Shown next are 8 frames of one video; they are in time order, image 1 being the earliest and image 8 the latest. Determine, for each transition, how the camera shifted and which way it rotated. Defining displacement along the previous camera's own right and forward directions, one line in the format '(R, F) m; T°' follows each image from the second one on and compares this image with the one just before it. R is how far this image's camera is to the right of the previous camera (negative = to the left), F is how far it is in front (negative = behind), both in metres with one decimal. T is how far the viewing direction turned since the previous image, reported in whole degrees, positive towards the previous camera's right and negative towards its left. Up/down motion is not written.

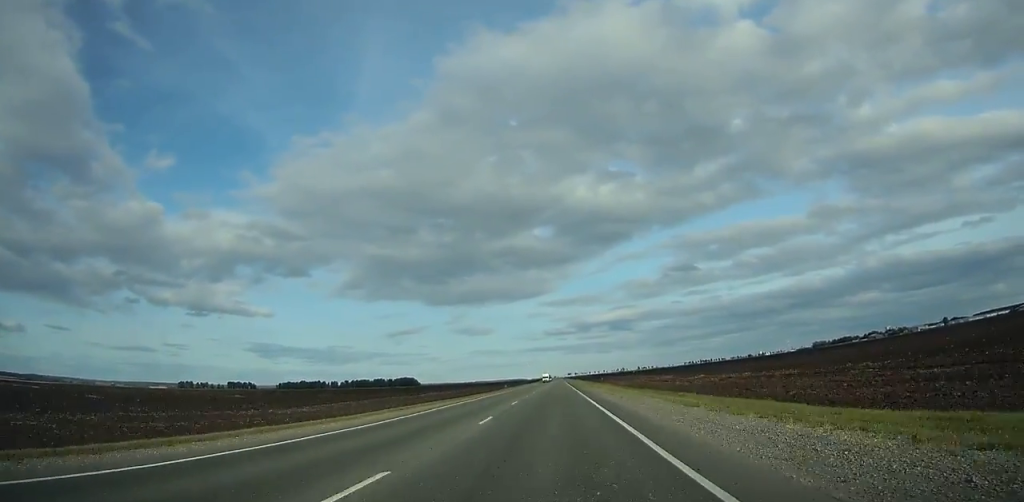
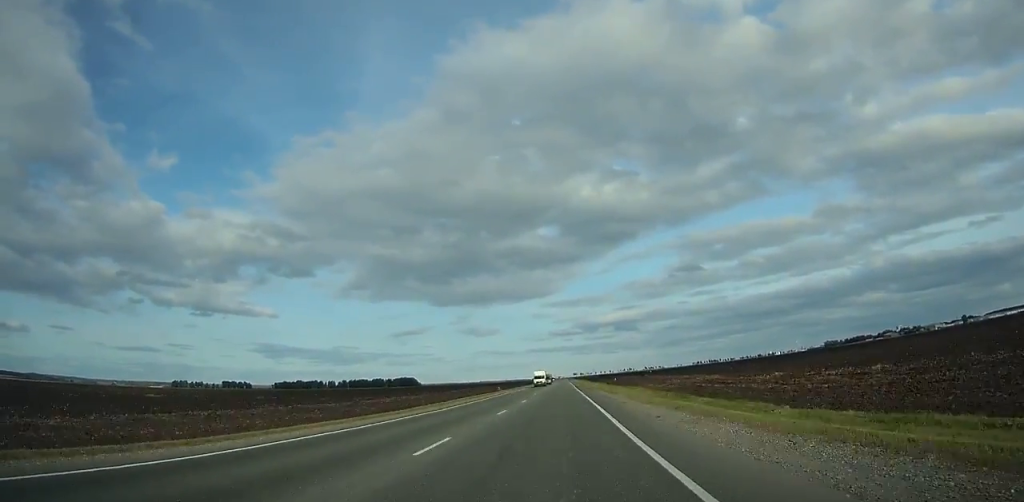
(0.0, +43.1) m; 0°
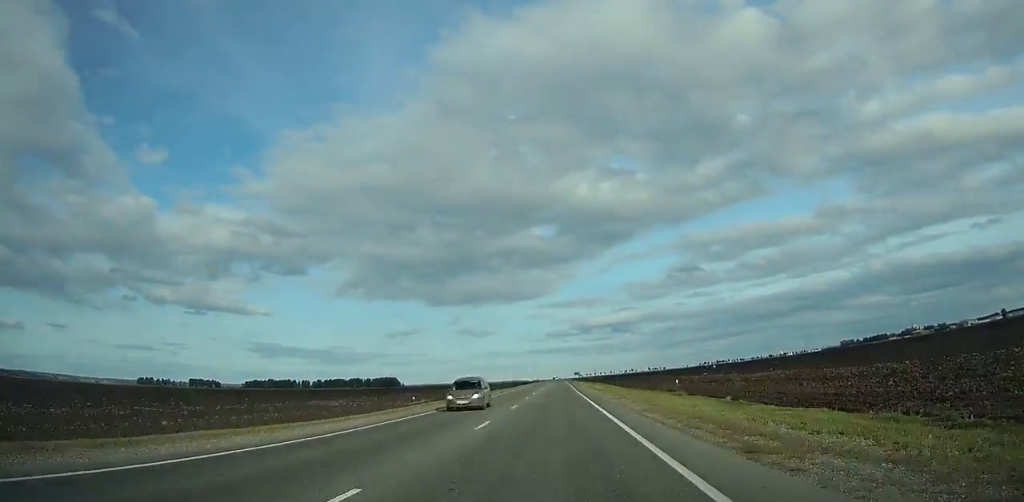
(0.0, +114.2) m; 0°
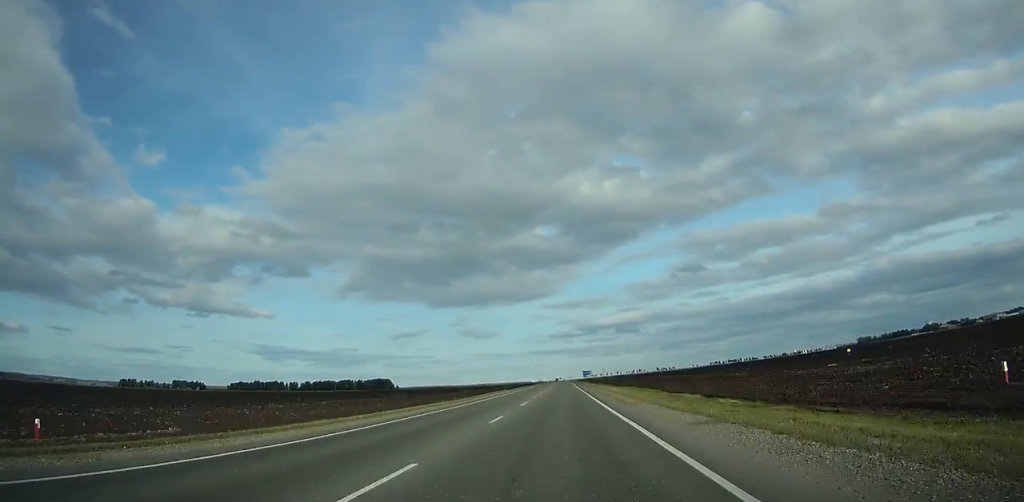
(-0.1, +70.6) m; 0°
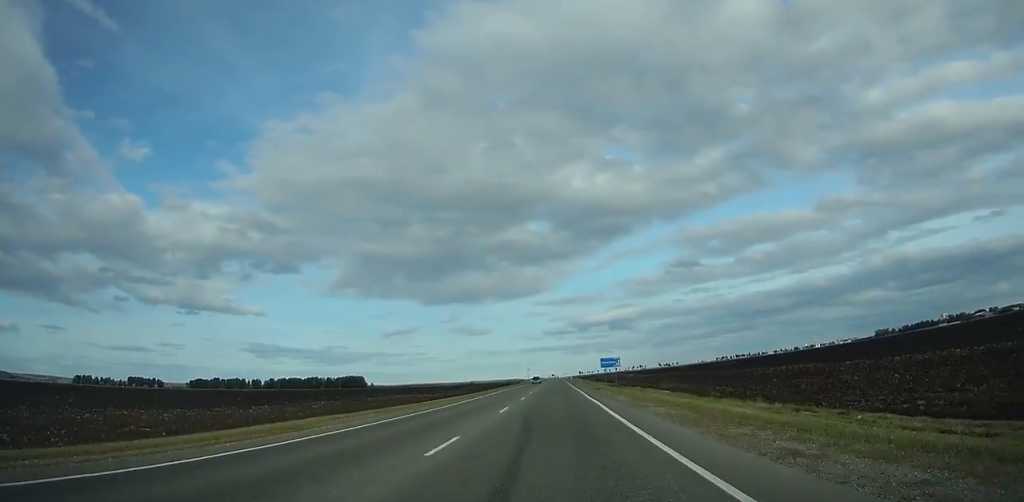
(0.0, +117.1) m; 0°
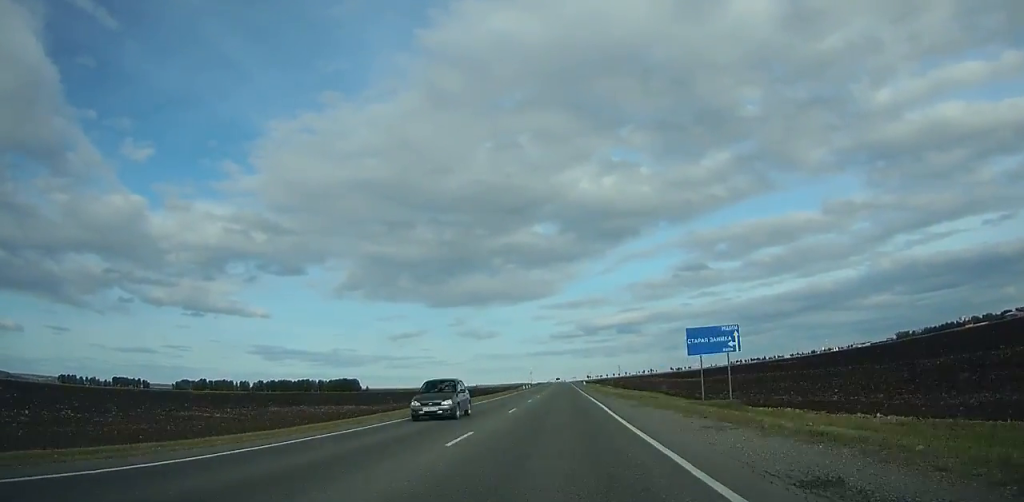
(-0.1, +57.7) m; 0°
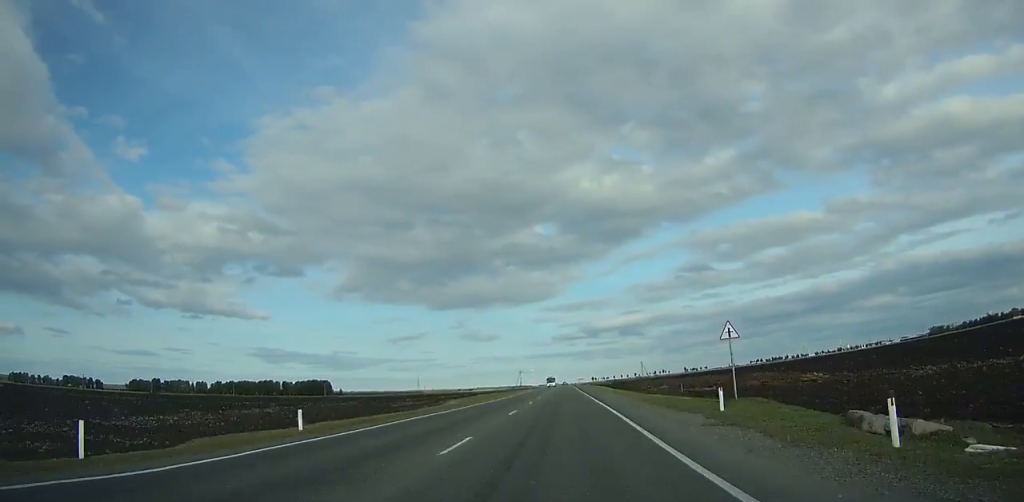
(0.0, +121.6) m; 0°
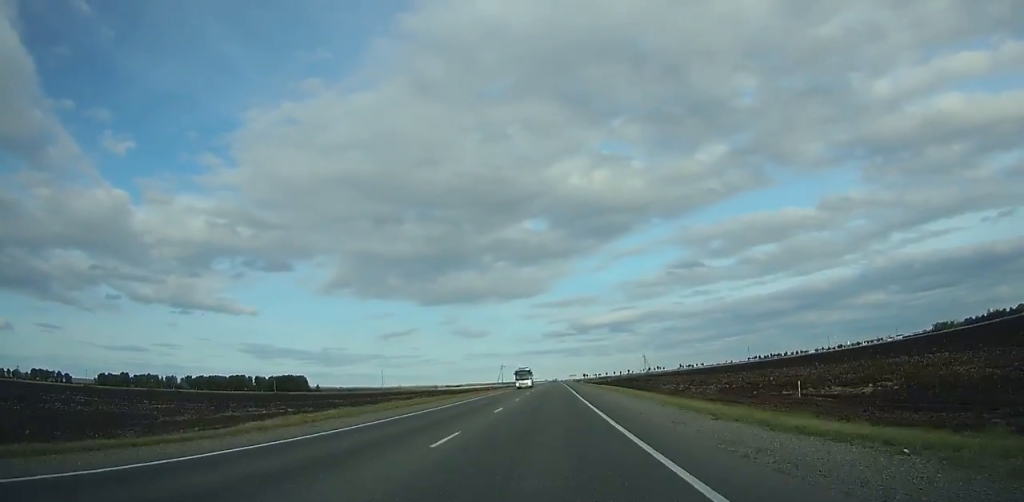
(+0.1, +47.3) m; 0°
